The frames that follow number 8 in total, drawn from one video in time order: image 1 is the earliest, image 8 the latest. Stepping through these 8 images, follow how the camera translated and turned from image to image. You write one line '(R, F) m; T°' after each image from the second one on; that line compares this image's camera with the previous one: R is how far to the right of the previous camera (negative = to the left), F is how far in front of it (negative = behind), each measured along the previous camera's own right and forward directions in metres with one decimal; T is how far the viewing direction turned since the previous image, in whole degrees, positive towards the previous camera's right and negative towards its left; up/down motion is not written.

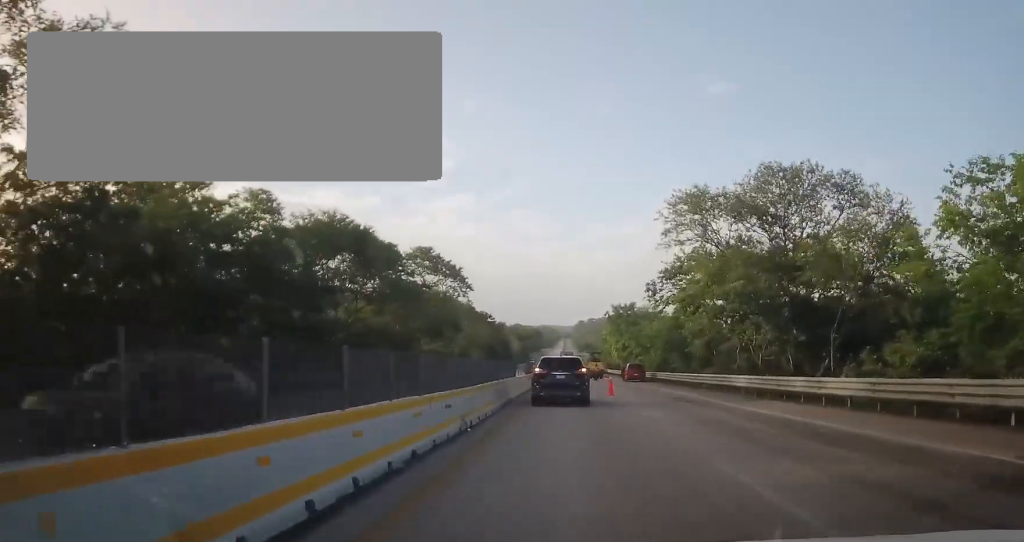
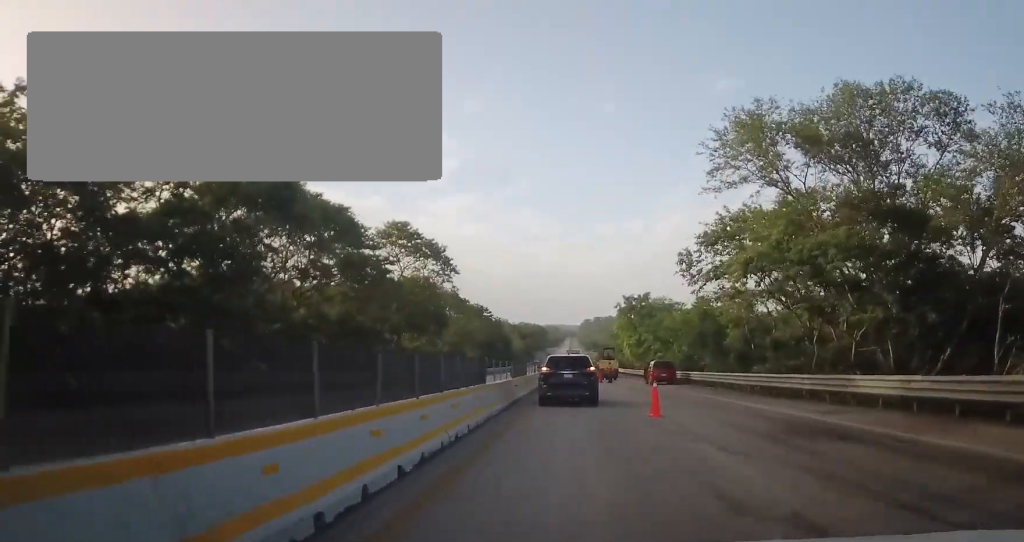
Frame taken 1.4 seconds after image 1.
(-0.2, +13.3) m; -1°
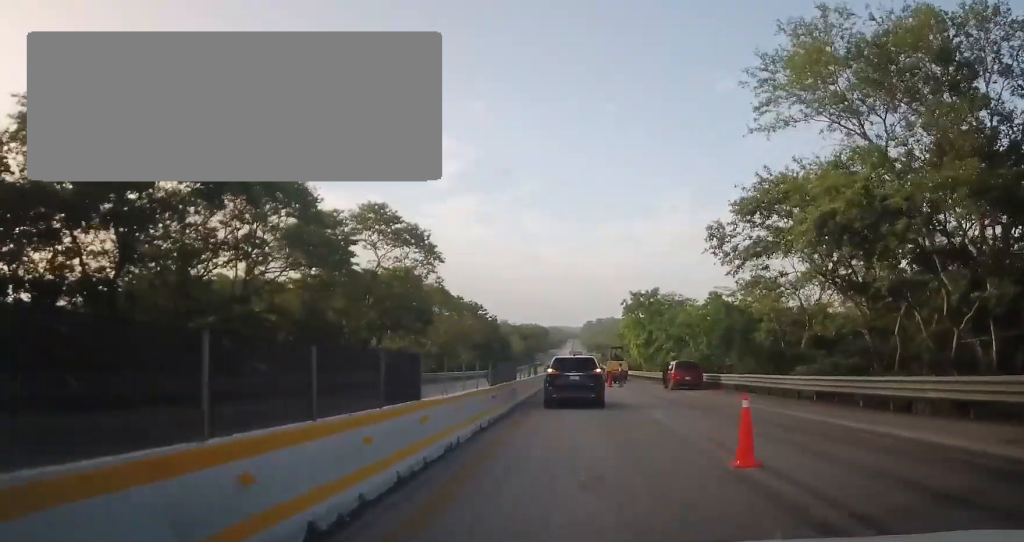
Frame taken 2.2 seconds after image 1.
(0.0, +8.3) m; 0°
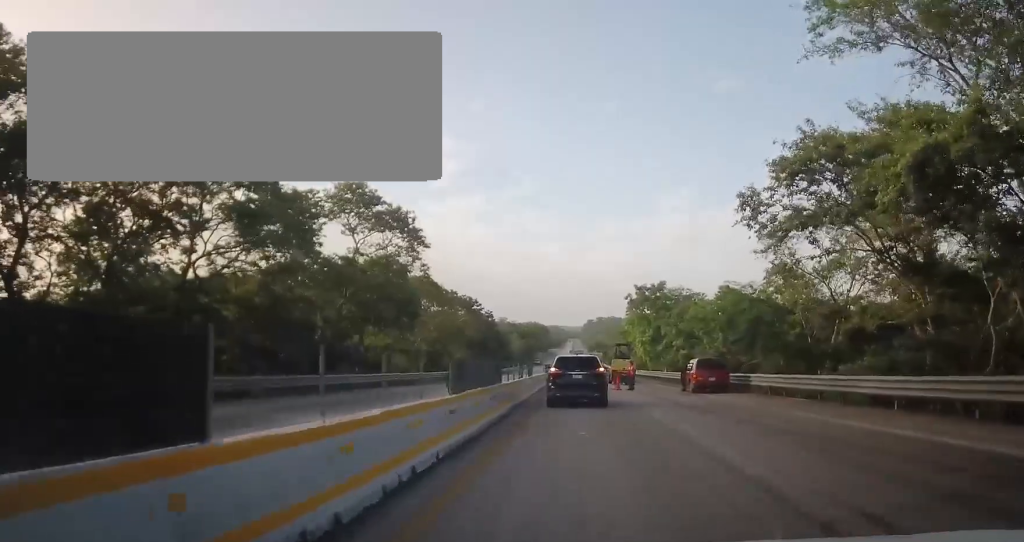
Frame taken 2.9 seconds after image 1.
(0.0, +6.0) m; 0°
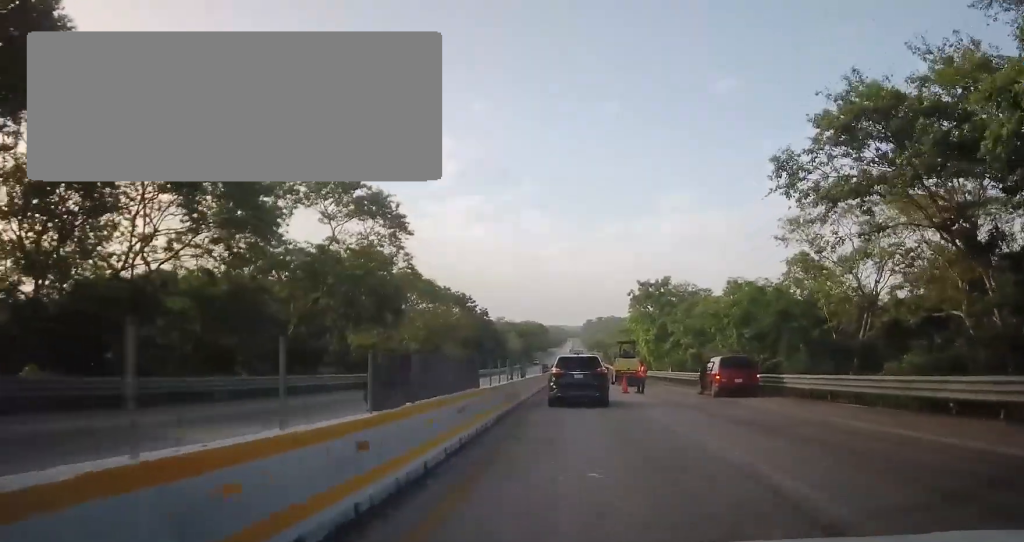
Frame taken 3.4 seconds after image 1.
(0.0, +4.8) m; 0°
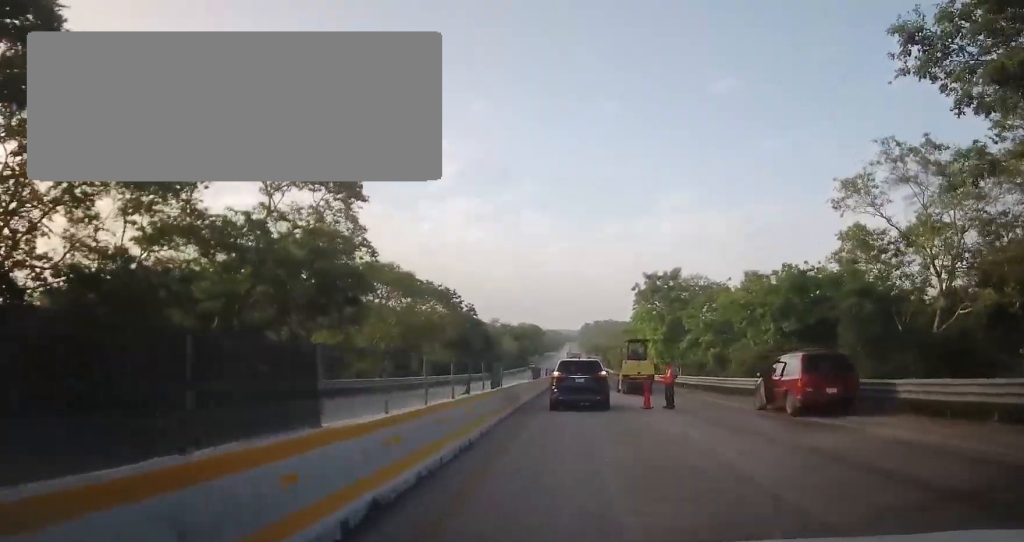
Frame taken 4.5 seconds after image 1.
(-0.1, +9.3) m; -3°
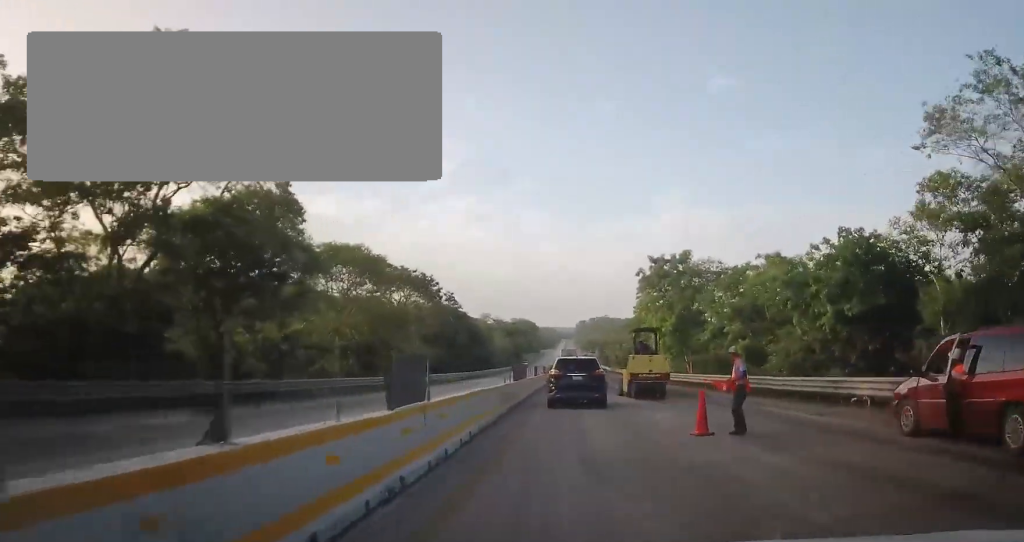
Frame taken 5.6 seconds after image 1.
(-0.3, +9.3) m; +1°
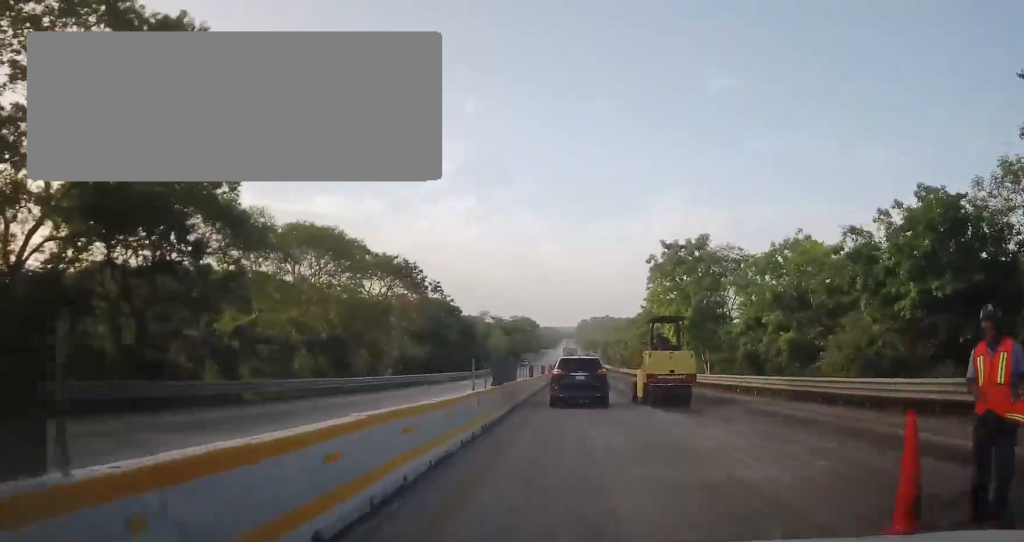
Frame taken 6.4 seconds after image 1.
(+0.3, +7.5) m; +2°
